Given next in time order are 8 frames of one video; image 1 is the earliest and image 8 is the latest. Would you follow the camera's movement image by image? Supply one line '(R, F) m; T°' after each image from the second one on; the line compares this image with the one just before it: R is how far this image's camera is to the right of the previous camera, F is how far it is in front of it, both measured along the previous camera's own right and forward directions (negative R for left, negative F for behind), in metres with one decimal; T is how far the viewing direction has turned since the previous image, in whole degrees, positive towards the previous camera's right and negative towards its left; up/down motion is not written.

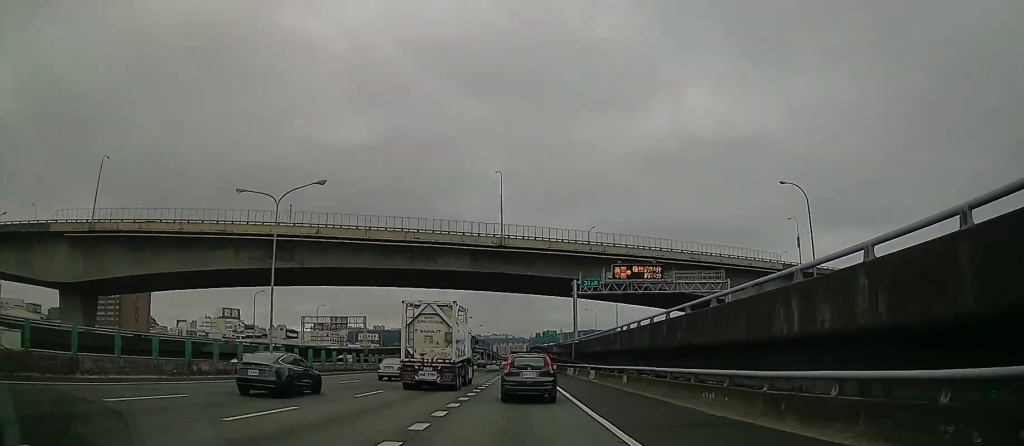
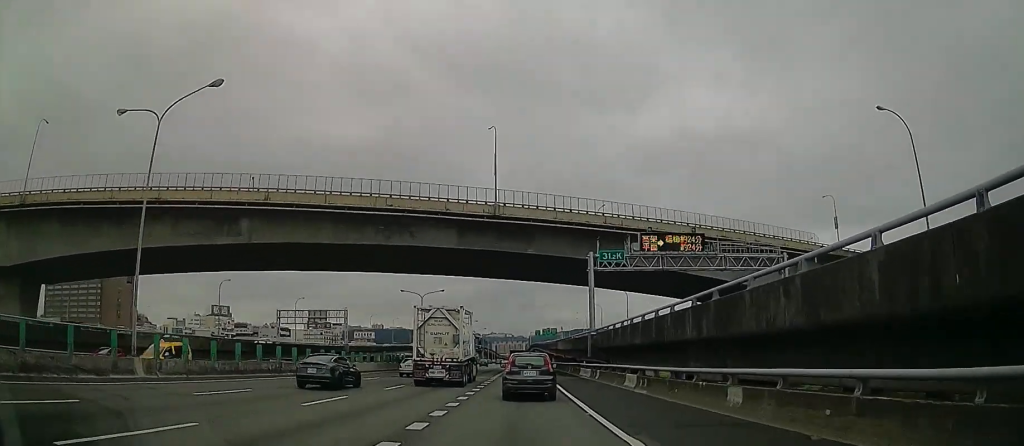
(+0.2, +14.6) m; +2°
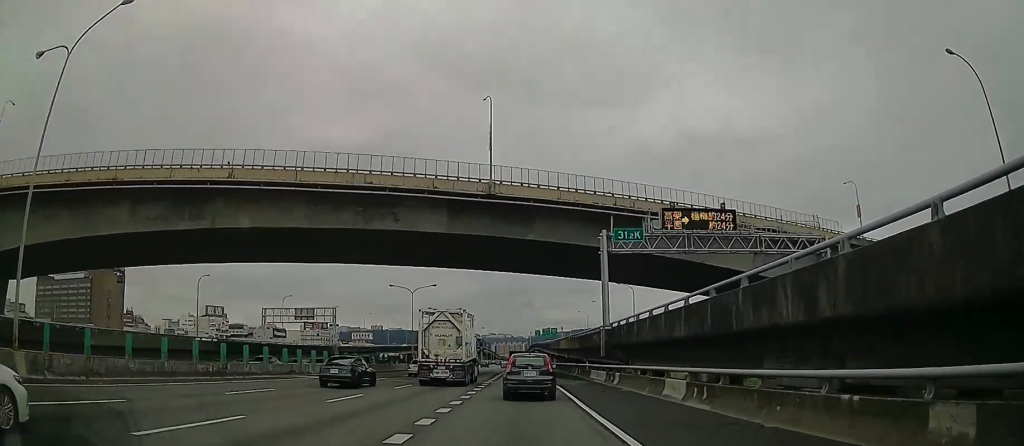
(0.0, +7.6) m; +1°
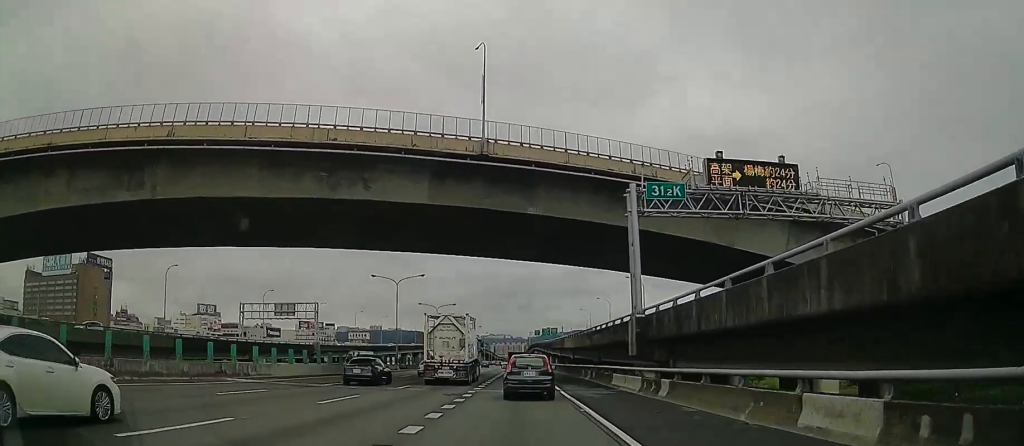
(+0.2, +10.1) m; +1°
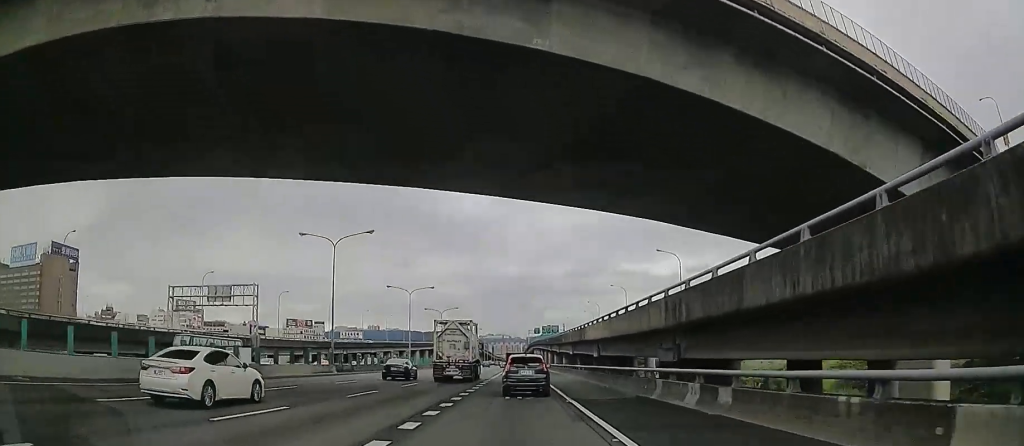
(+0.2, +26.7) m; 0°
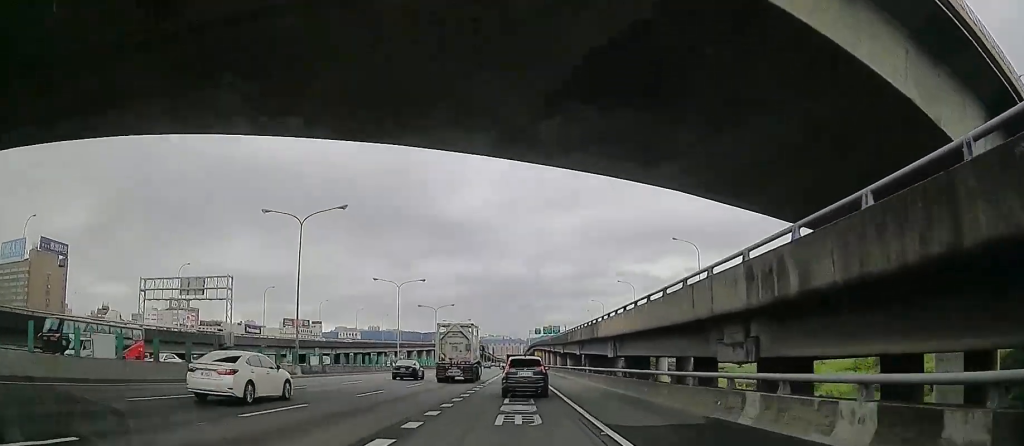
(0.0, +9.4) m; 0°
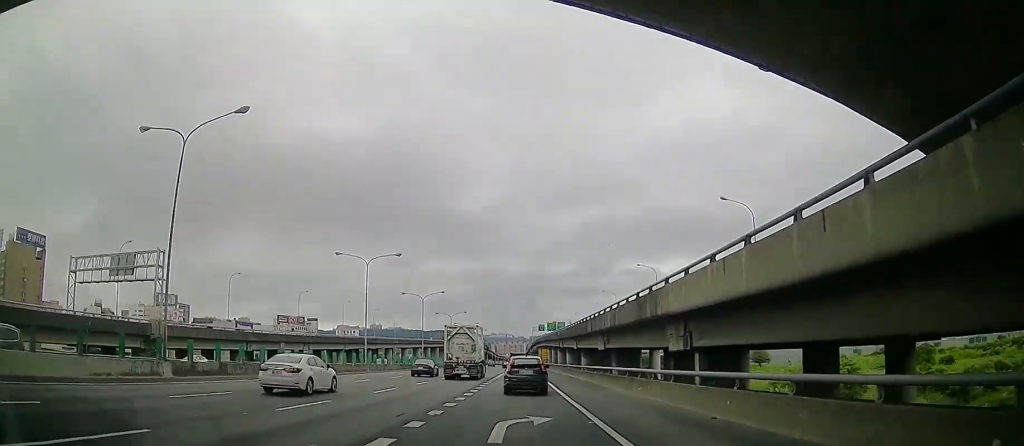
(-0.1, +20.2) m; 0°
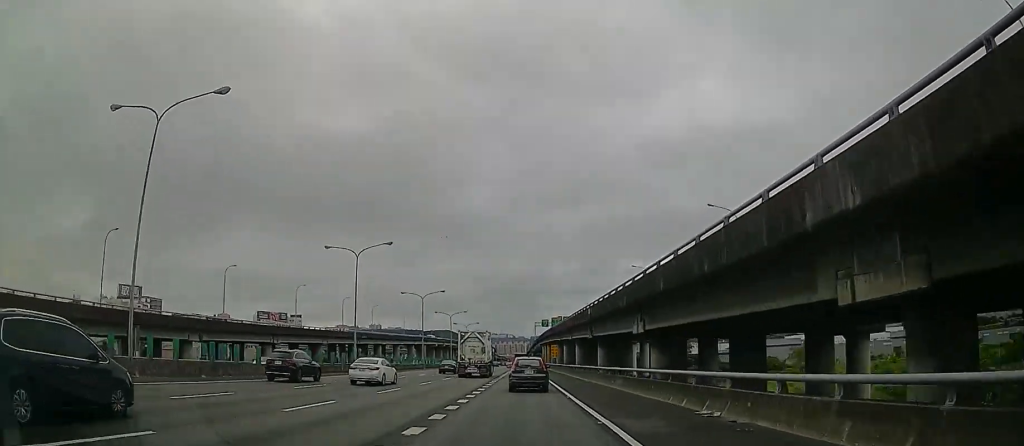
(+0.2, +44.0) m; +1°
